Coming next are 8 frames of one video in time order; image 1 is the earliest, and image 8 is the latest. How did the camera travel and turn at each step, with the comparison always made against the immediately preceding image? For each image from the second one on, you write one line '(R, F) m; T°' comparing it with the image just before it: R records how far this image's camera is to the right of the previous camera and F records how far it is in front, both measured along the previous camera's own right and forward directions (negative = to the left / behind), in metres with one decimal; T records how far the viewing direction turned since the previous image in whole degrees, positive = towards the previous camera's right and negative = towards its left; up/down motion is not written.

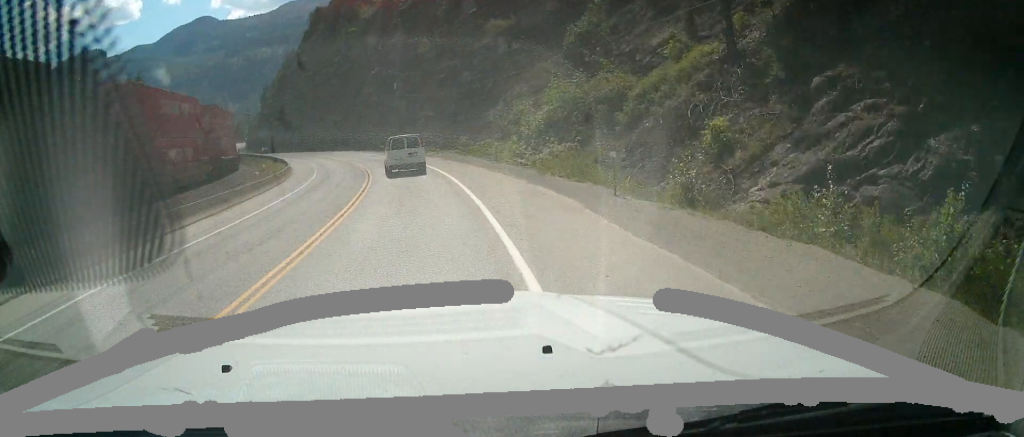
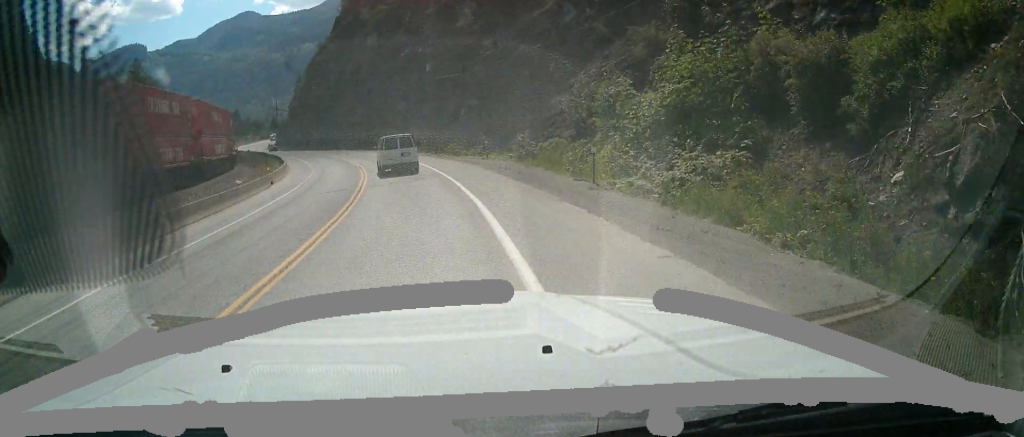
(-1.2, +16.6) m; -4°
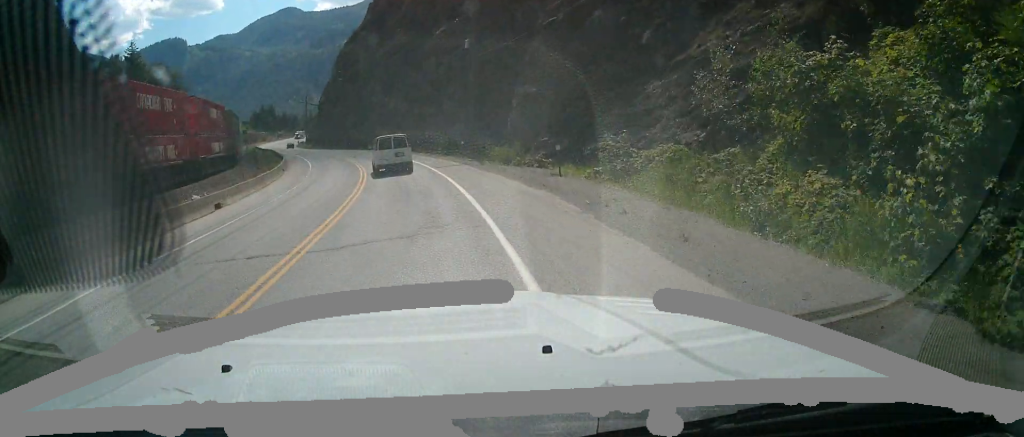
(0.0, +14.4) m; -3°
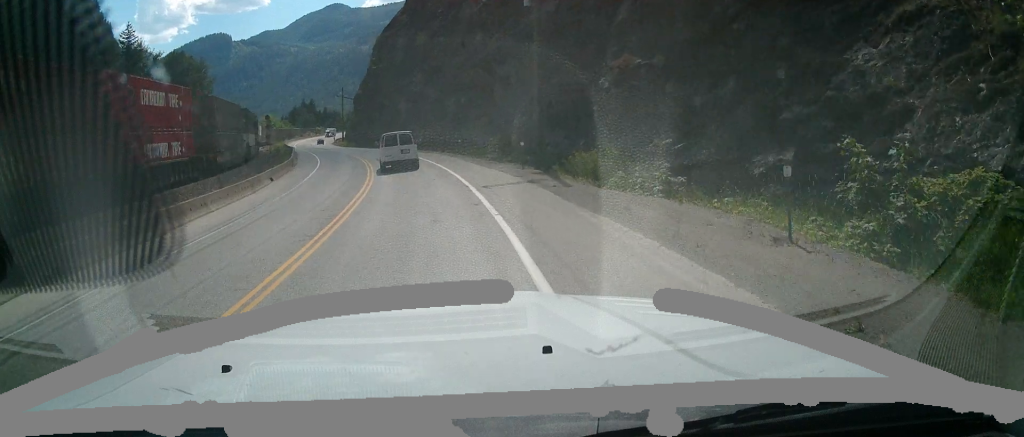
(-0.4, +13.7) m; -3°
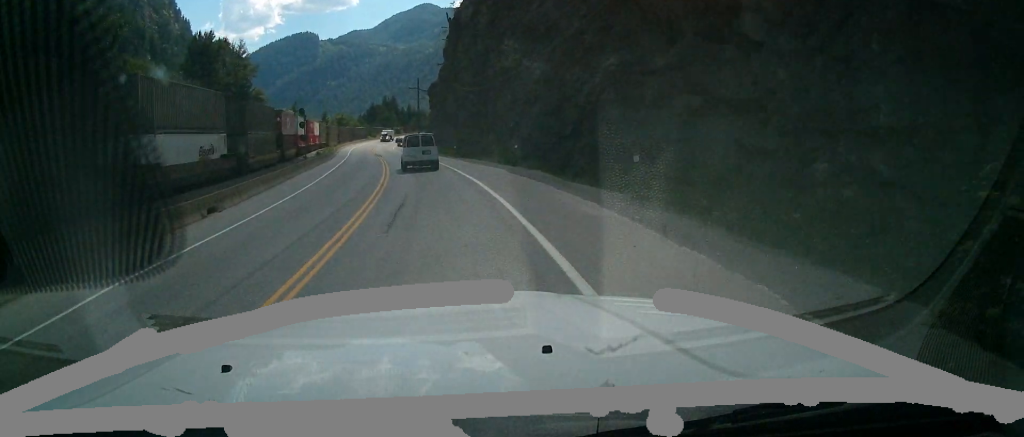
(-1.7, +30.7) m; -4°
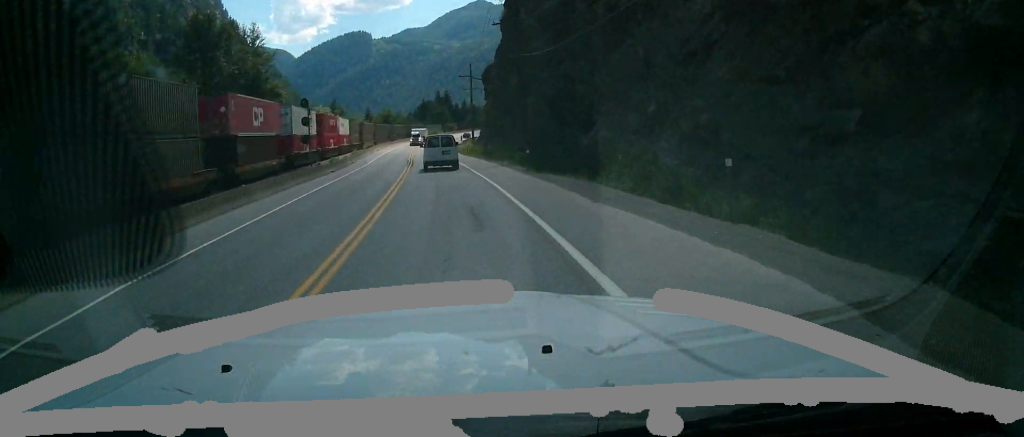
(-0.3, +23.7) m; -1°
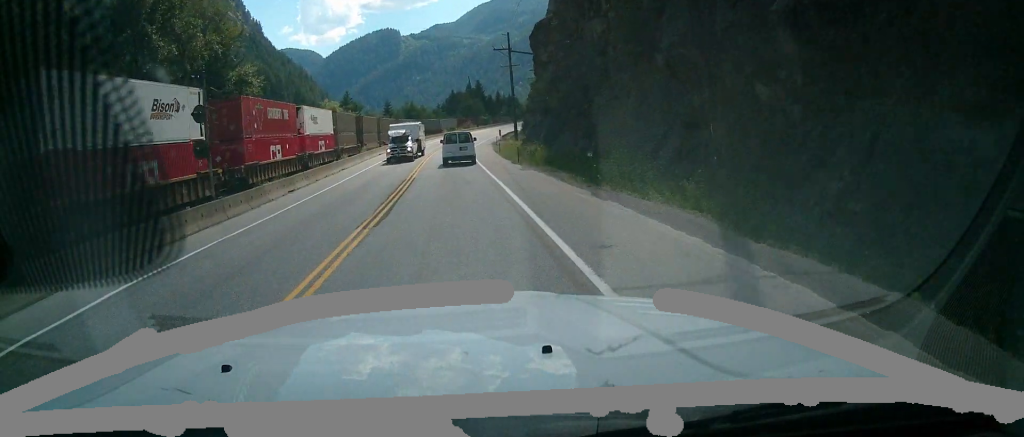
(-0.2, +30.6) m; -1°
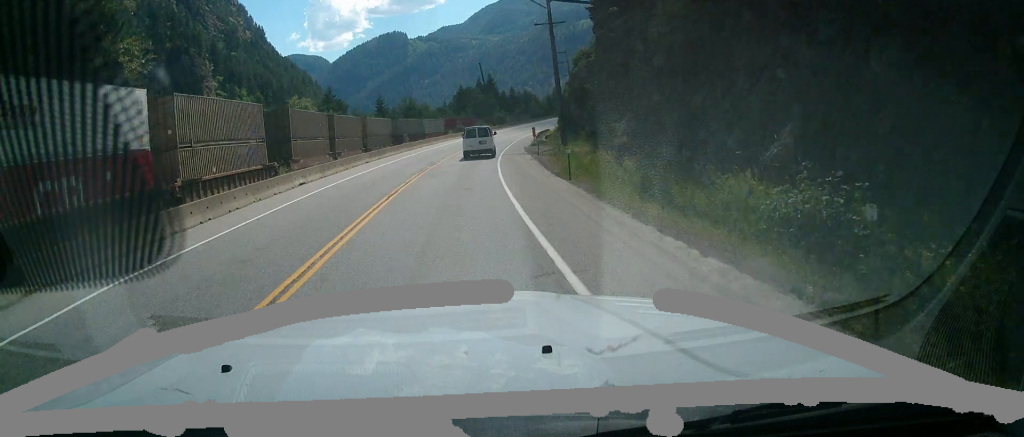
(+0.6, +35.5) m; +3°
